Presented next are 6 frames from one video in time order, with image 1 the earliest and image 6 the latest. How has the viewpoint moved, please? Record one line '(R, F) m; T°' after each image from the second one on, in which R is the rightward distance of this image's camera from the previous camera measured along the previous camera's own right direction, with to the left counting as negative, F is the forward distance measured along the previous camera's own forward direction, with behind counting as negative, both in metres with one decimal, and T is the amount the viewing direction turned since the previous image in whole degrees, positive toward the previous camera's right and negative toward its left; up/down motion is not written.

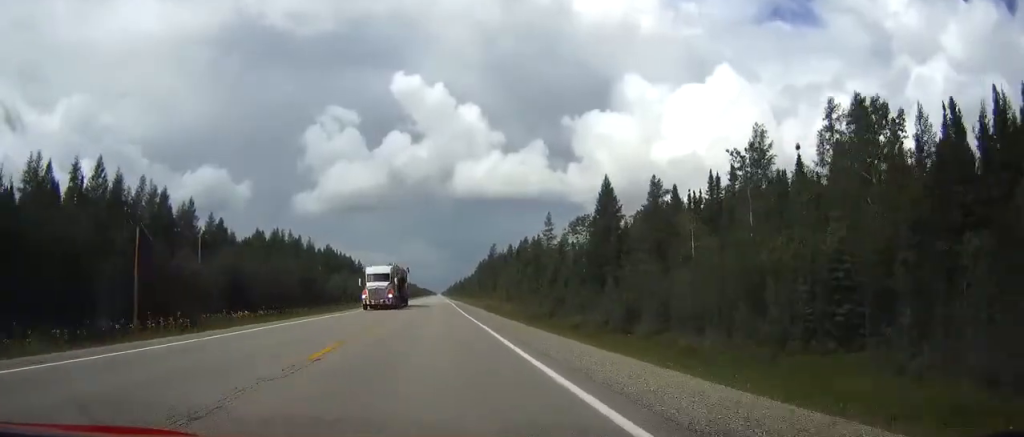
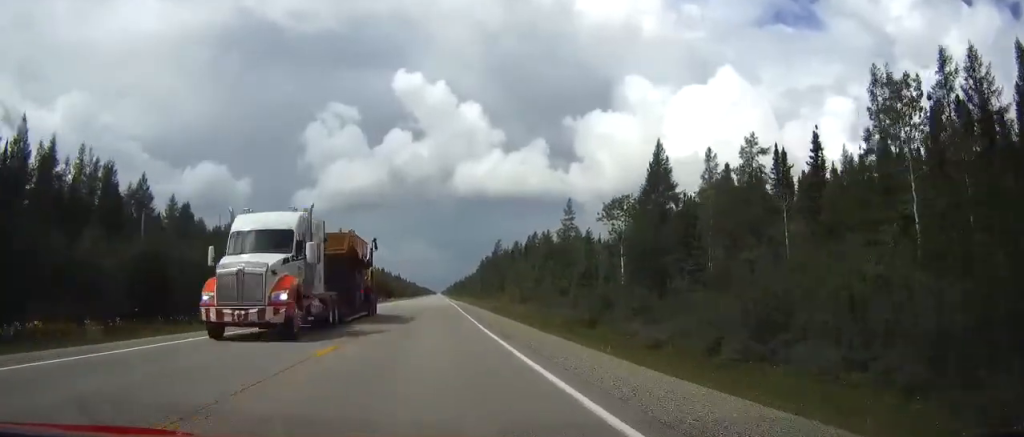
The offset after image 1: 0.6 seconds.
(-0.1, +18.3) m; 0°
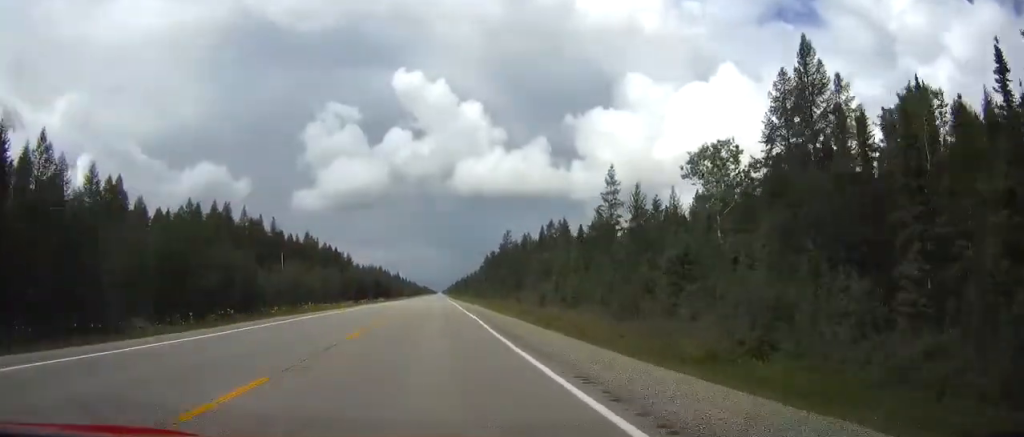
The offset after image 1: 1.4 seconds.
(0.0, +25.5) m; 0°
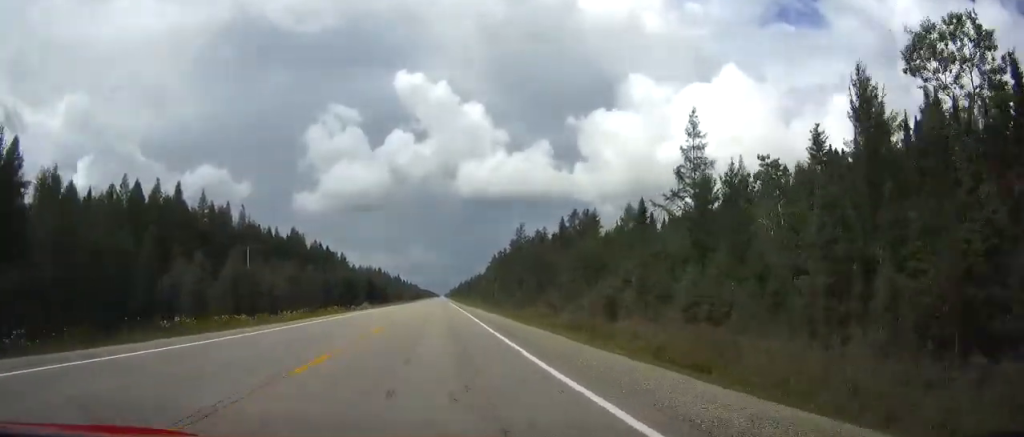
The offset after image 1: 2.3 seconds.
(0.0, +25.5) m; 0°
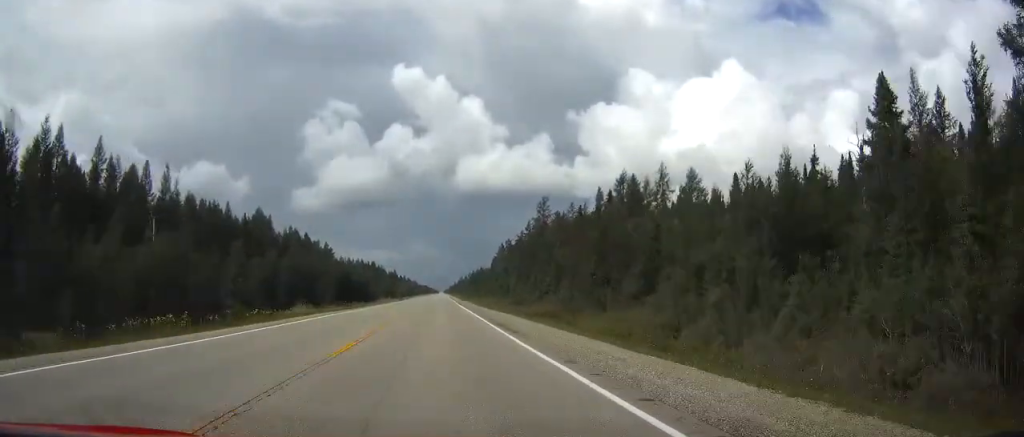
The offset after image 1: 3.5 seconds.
(+0.2, +36.8) m; 0°
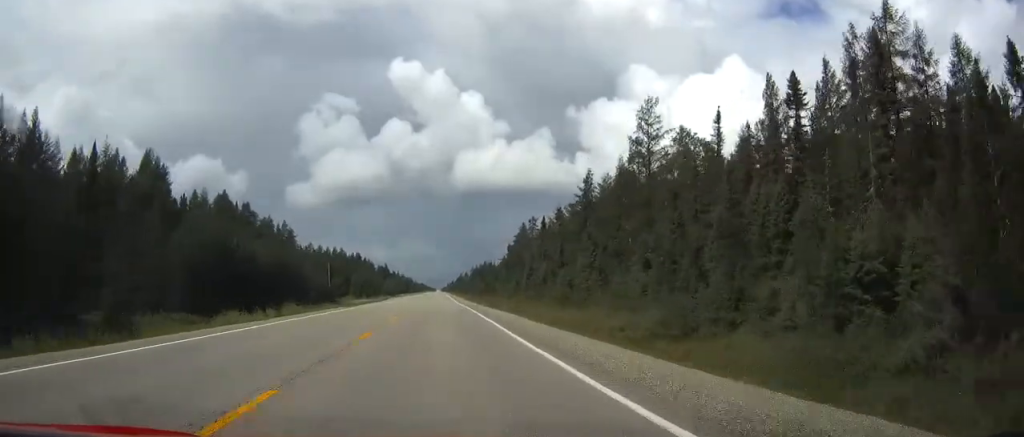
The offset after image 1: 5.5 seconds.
(-0.3, +63.5) m; -1°
